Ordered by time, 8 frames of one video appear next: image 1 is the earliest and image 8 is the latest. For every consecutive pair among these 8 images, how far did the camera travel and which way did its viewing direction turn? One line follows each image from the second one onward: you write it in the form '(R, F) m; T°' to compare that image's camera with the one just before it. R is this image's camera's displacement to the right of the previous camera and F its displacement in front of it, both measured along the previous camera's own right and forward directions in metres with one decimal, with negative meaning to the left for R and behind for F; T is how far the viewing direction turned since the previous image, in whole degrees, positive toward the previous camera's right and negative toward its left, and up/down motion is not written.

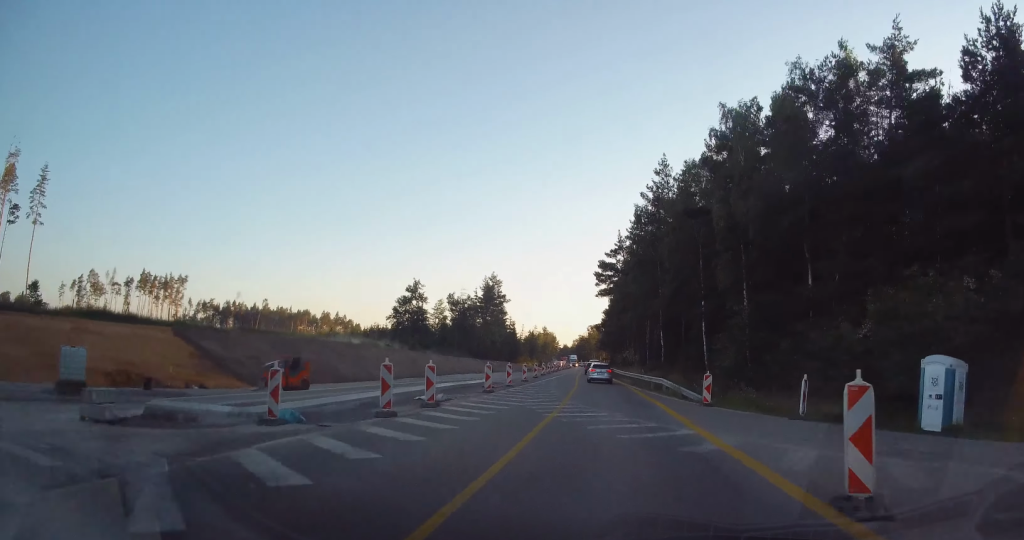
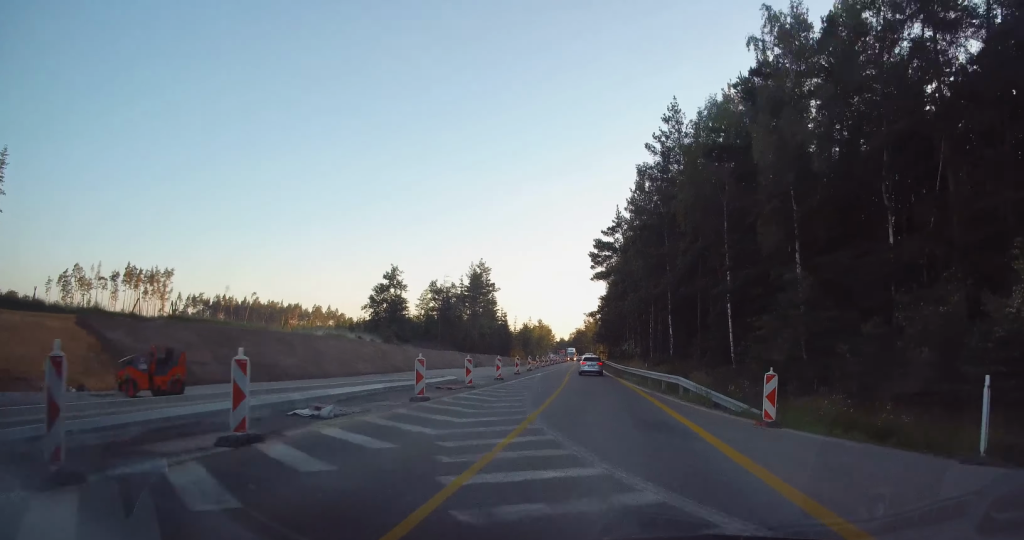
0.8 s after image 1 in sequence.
(+0.1, +9.8) m; 0°
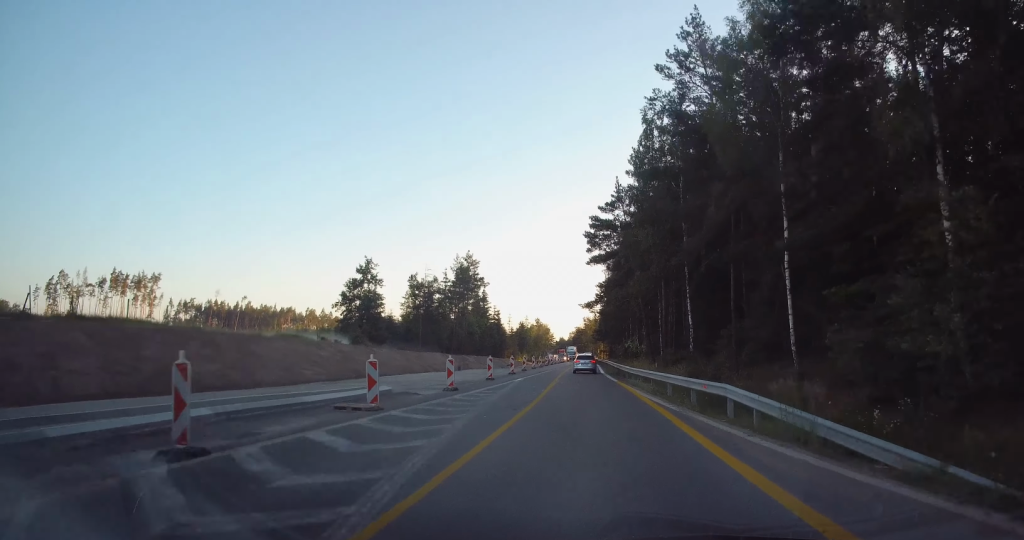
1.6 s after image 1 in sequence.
(-0.2, +11.1) m; 0°
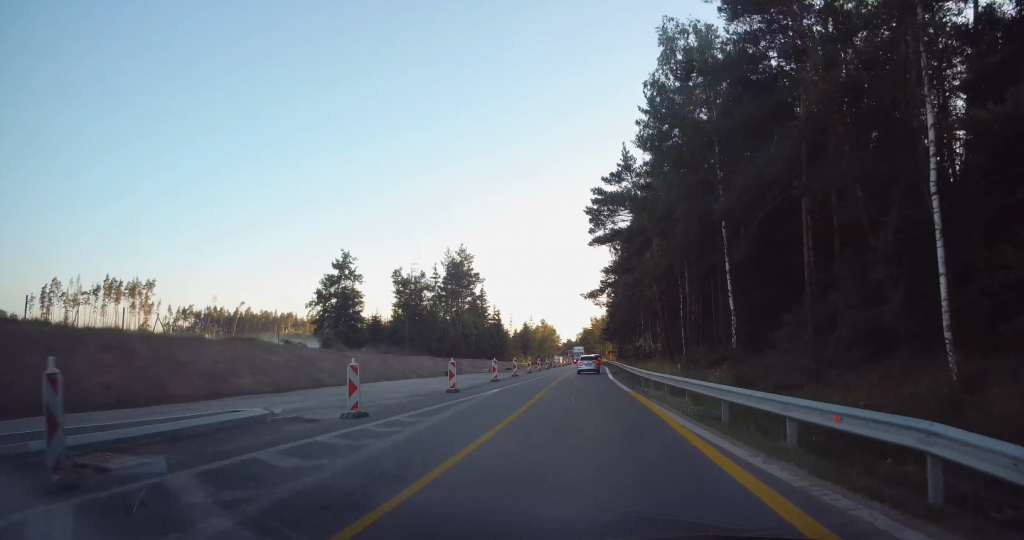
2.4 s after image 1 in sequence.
(+0.3, +10.3) m; -1°
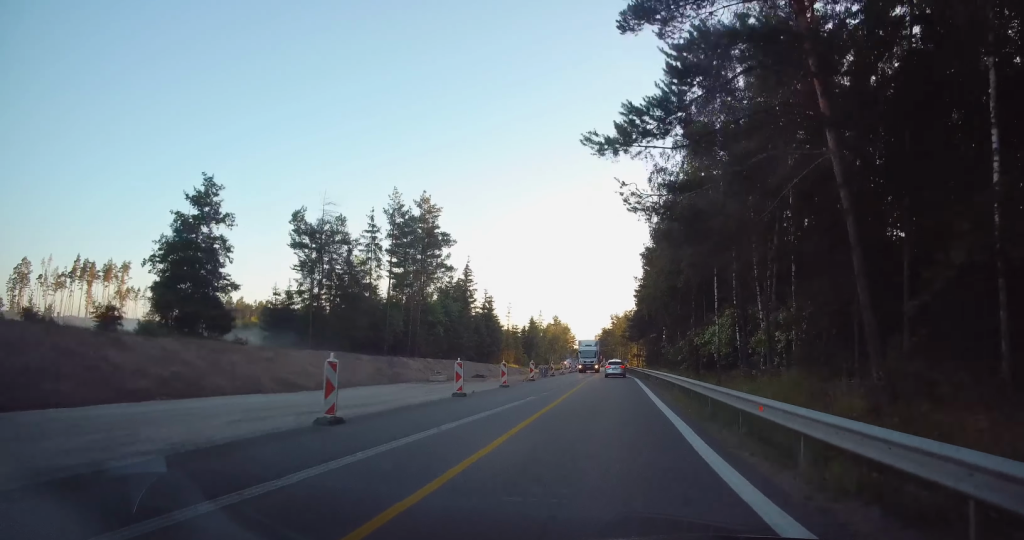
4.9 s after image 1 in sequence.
(-1.0, +34.7) m; -2°
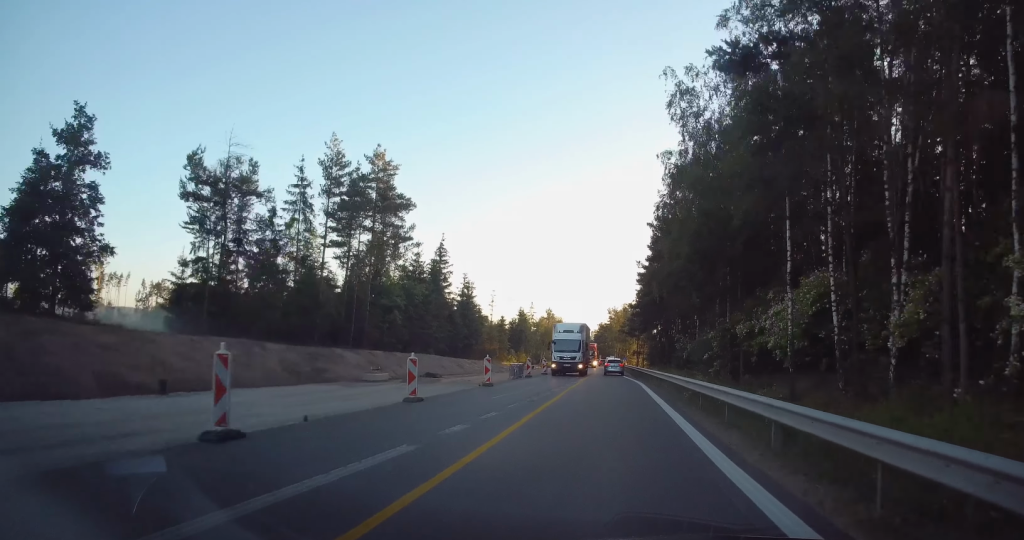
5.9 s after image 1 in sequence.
(0.0, +14.6) m; +1°
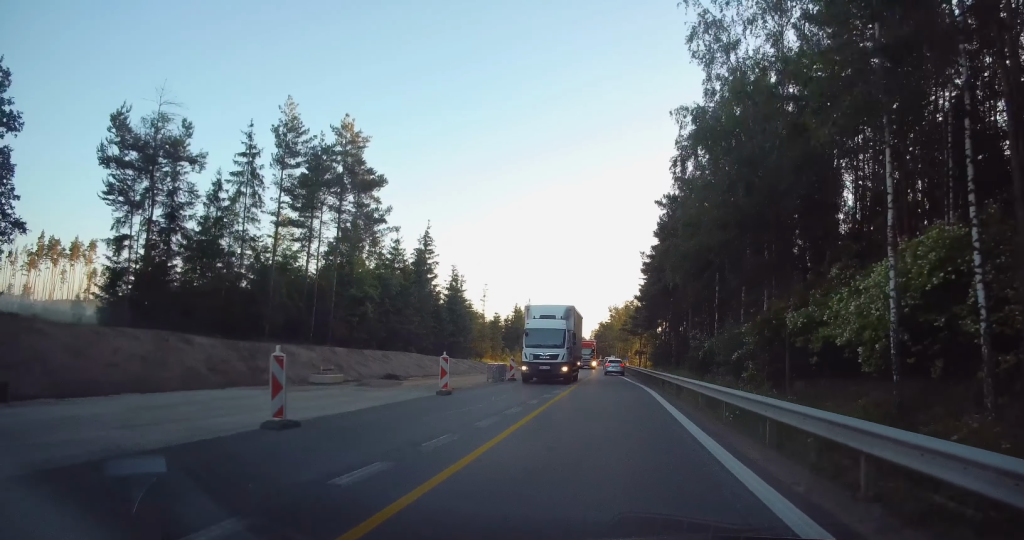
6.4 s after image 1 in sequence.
(+0.1, +7.3) m; +1°
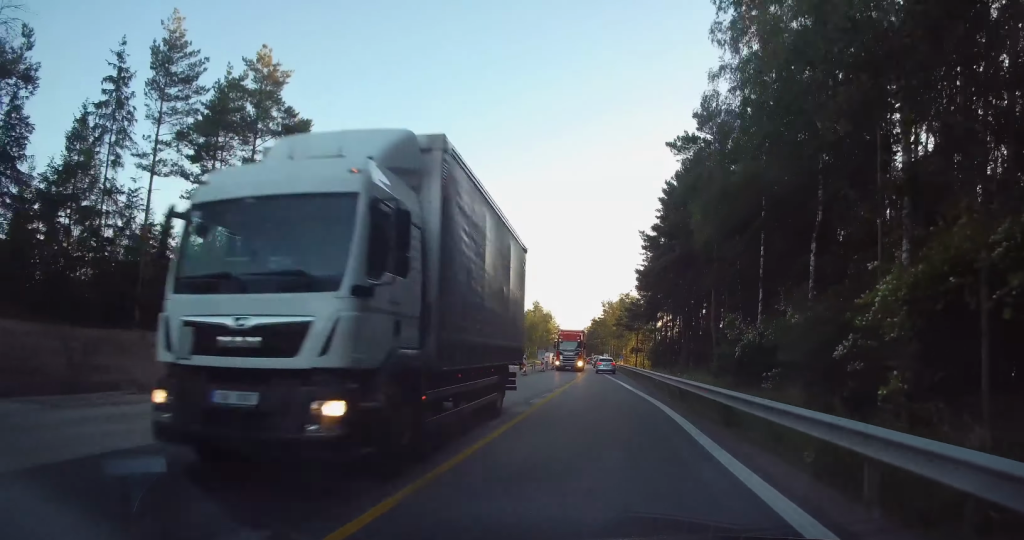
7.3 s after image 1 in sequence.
(0.0, +12.6) m; 0°
